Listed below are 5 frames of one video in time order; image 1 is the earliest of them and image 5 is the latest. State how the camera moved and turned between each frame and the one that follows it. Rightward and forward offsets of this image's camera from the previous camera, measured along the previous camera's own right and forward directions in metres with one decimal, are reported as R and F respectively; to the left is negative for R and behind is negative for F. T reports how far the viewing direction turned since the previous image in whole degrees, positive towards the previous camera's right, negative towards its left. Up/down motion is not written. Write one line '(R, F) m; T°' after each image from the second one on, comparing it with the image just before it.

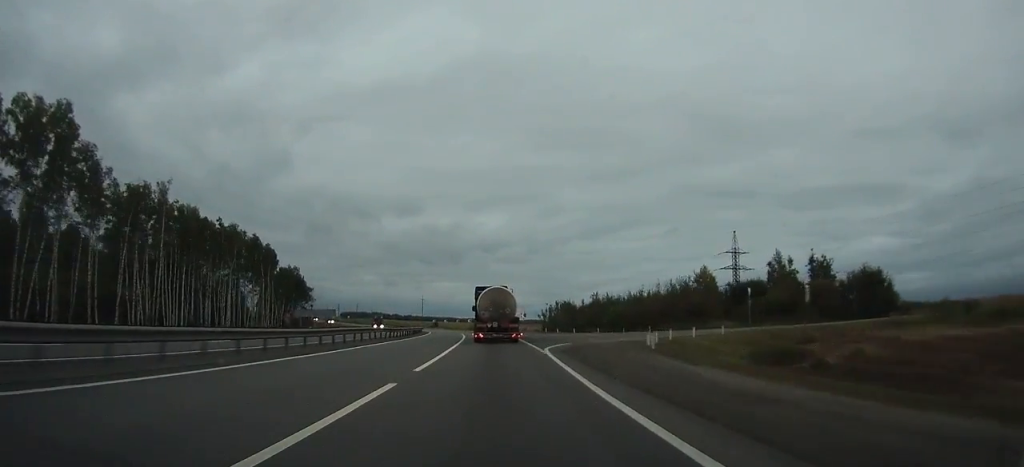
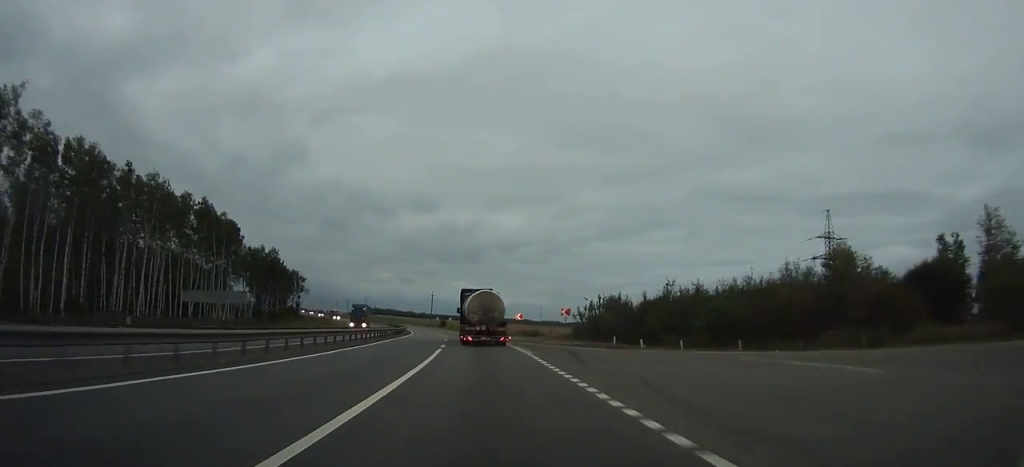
(-0.2, +37.7) m; -1°
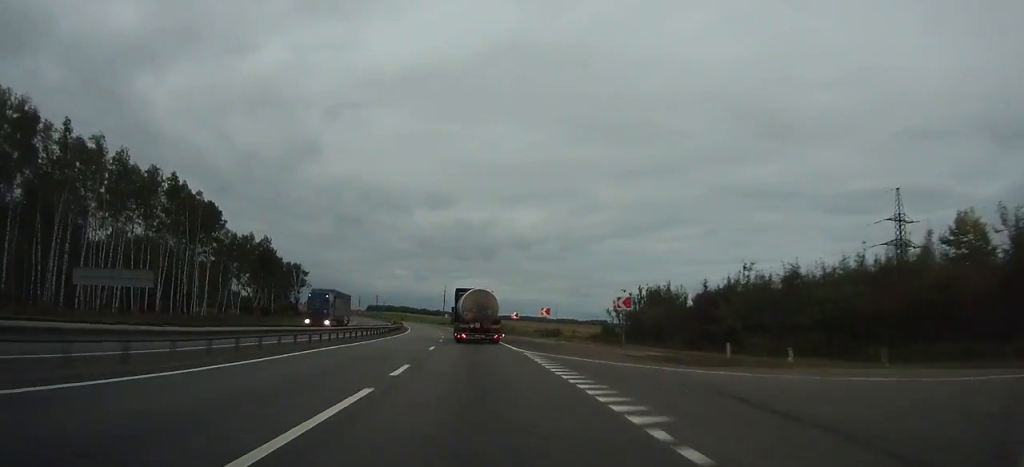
(+0.1, +18.1) m; -1°
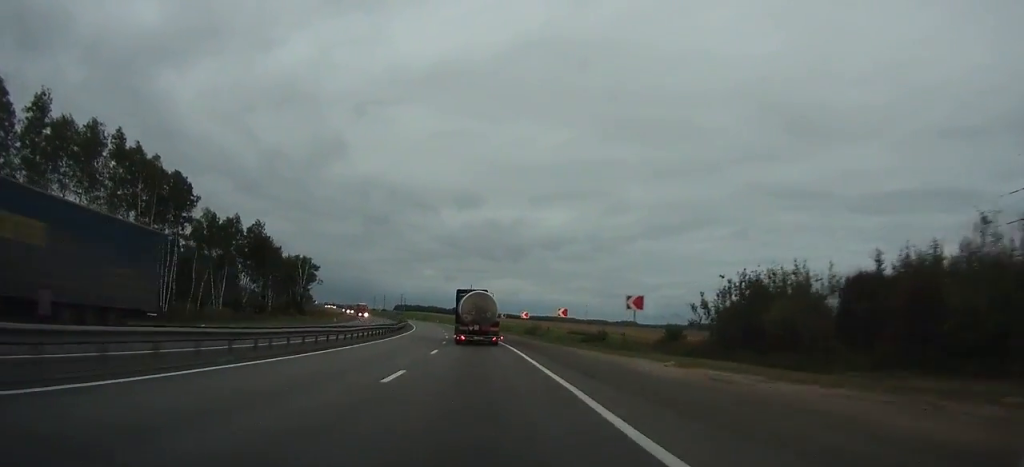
(-0.4, +25.0) m; -2°
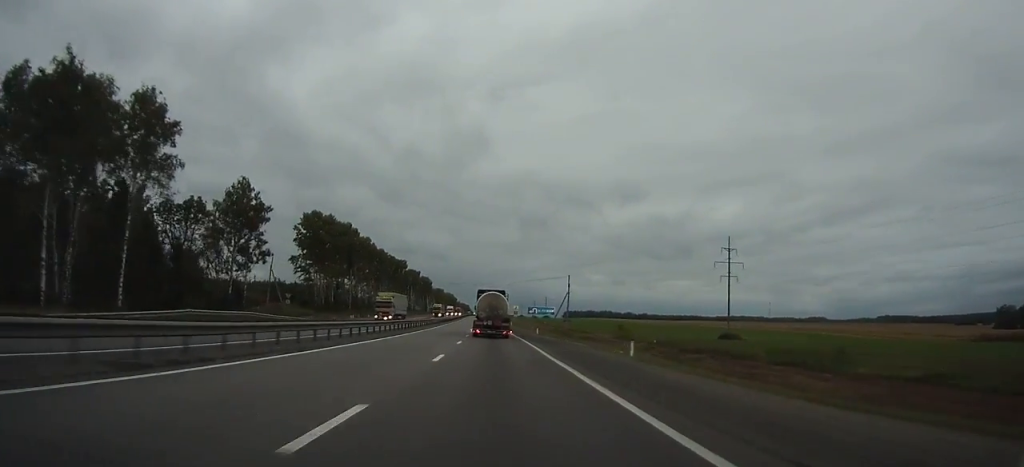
(-27.6, +182.4) m; -17°
